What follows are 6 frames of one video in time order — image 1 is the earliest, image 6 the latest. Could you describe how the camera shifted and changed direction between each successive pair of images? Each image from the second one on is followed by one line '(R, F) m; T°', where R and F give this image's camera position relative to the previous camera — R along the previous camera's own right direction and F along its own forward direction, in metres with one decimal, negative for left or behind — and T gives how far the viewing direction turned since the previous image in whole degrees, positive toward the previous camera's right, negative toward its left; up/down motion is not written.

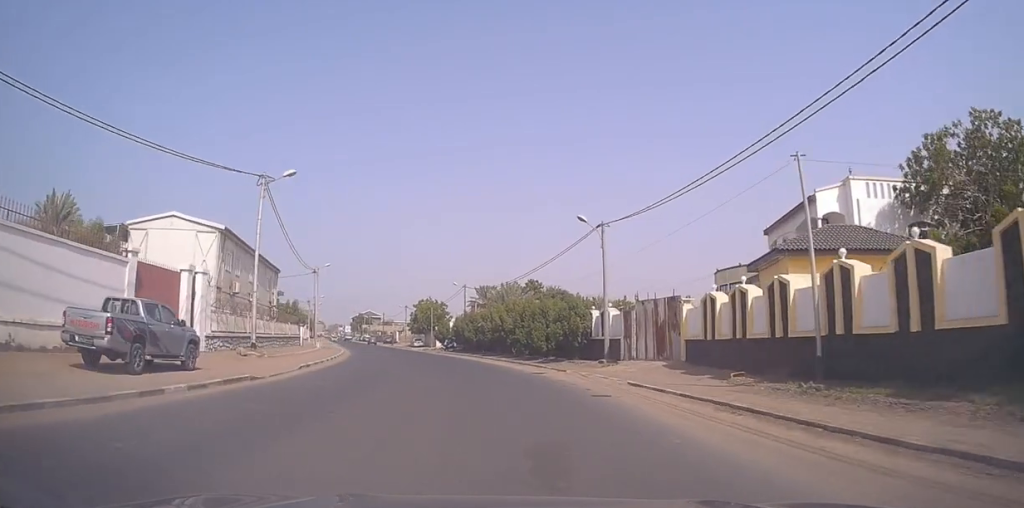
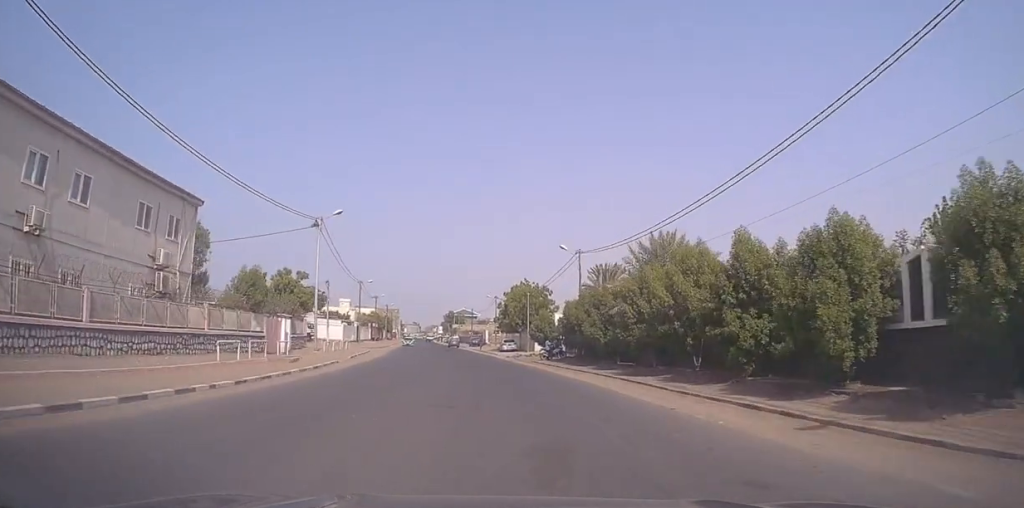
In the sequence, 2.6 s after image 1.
(-1.9, +28.5) m; -10°
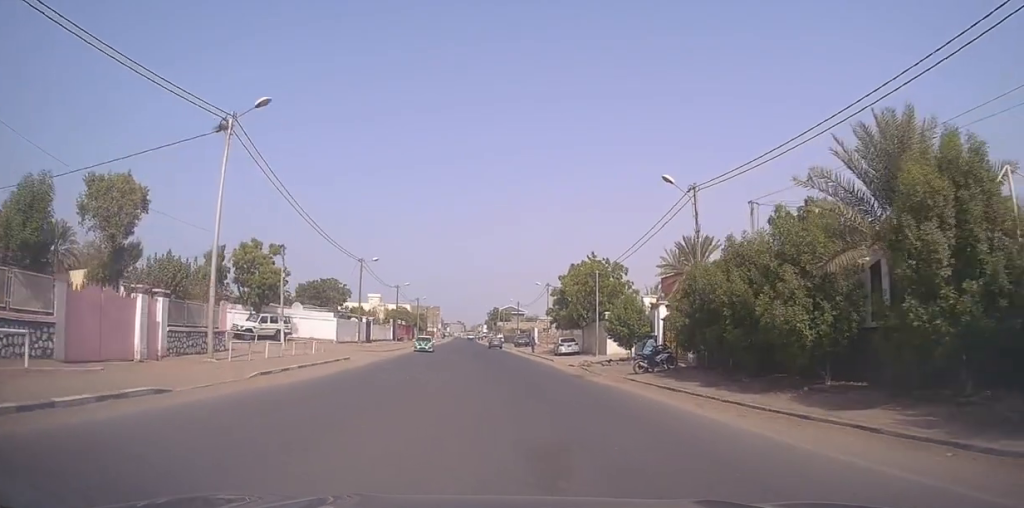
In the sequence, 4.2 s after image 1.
(-0.7, +18.7) m; -5°
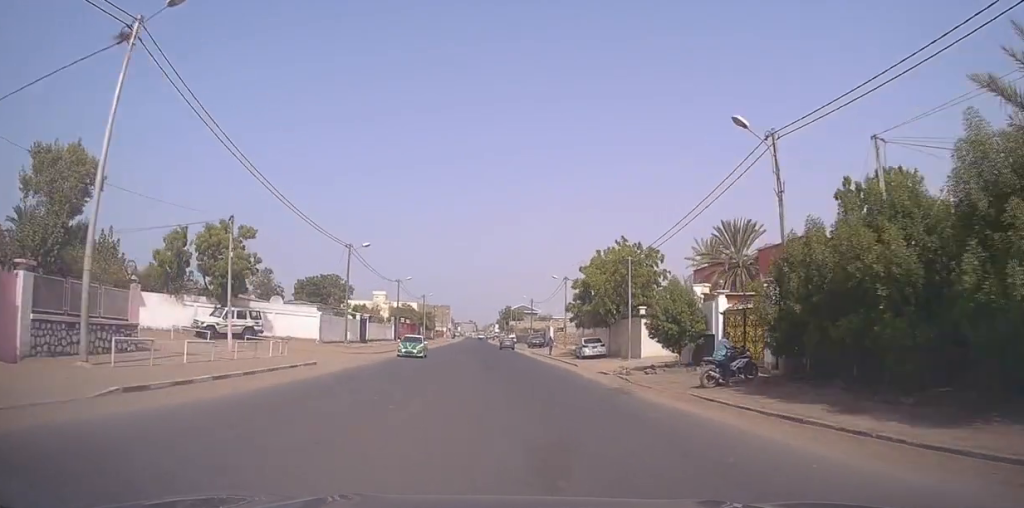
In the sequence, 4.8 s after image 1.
(-0.2, +7.3) m; -2°
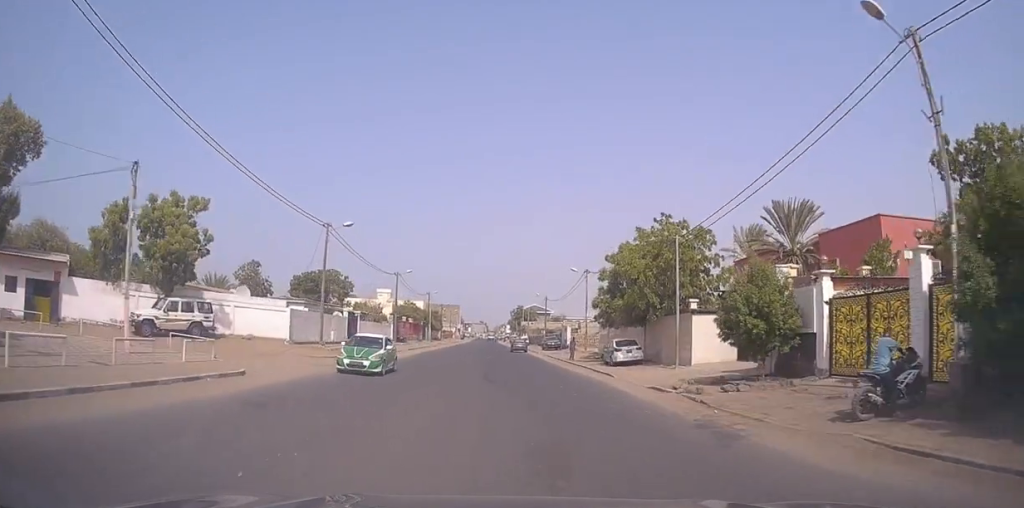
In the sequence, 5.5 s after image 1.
(-0.5, +7.8) m; -2°
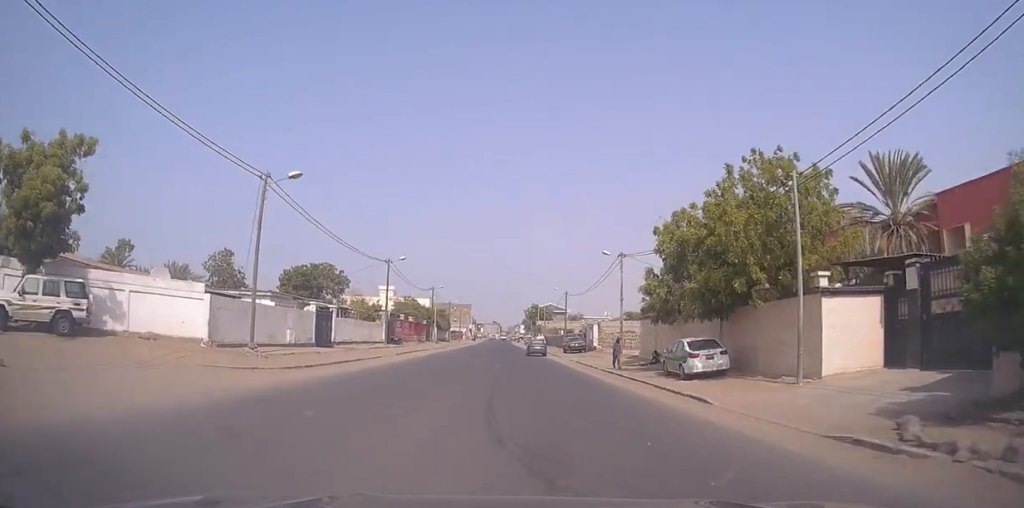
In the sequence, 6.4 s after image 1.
(+0.5, +10.9) m; 0°
